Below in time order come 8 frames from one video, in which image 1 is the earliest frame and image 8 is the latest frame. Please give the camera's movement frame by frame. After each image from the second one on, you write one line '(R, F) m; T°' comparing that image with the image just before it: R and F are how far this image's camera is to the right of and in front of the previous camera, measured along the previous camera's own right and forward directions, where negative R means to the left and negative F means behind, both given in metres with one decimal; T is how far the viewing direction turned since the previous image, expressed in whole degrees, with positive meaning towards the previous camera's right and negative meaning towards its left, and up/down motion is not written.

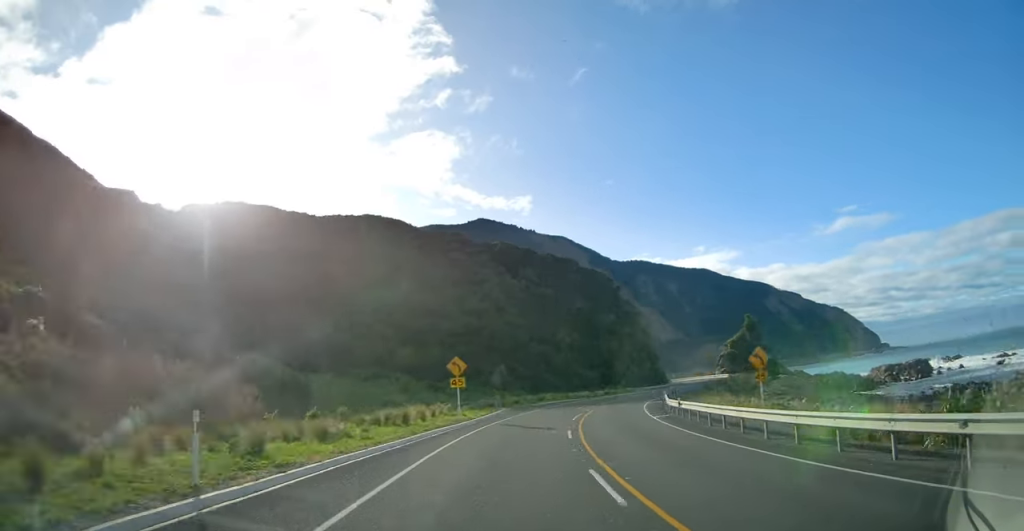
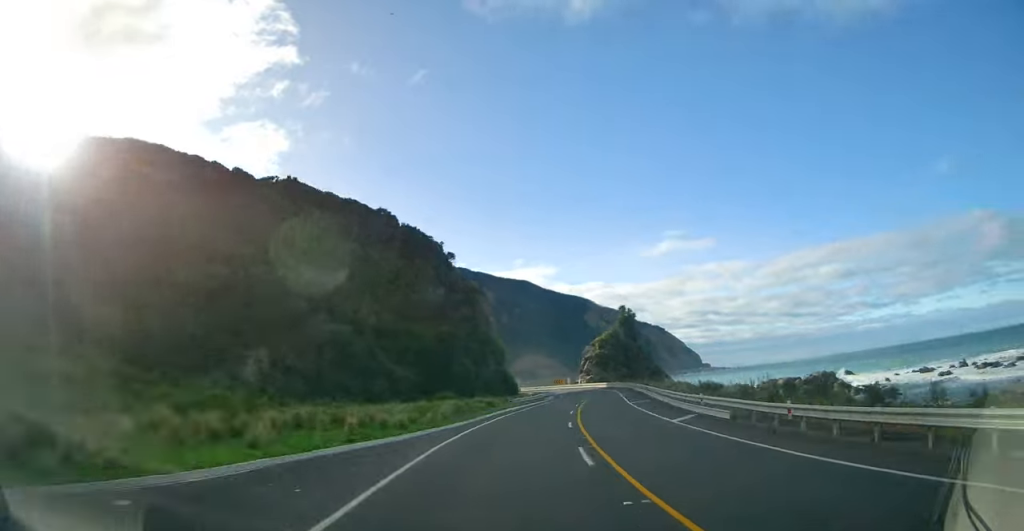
(+6.4, +42.9) m; +10°
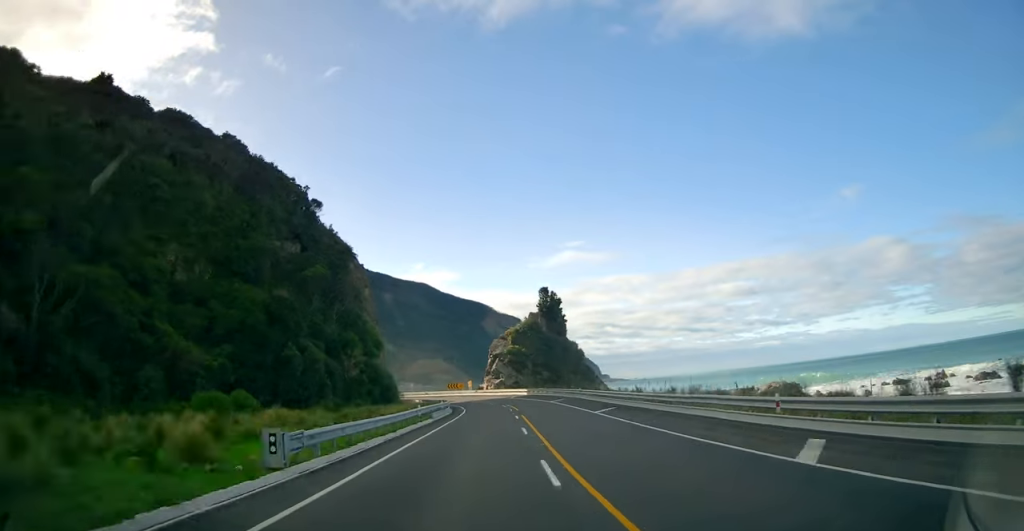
(+2.0, +29.1) m; +4°
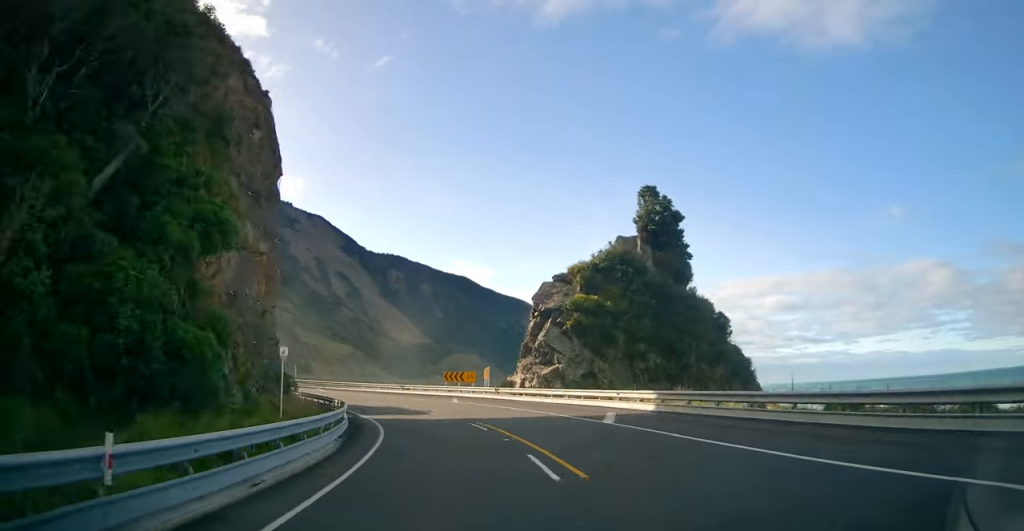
(+2.4, +44.6) m; -3°
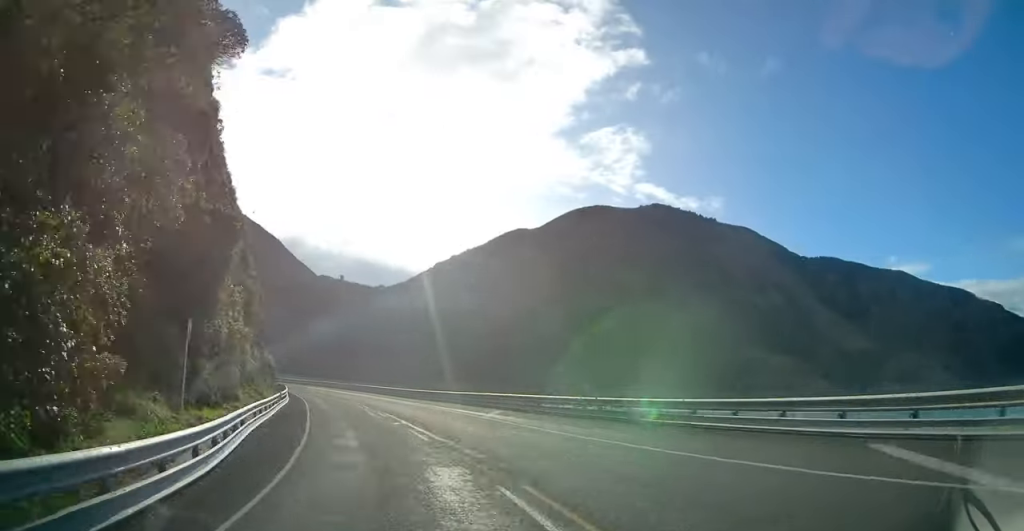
(-12.4, +51.7) m; -37°
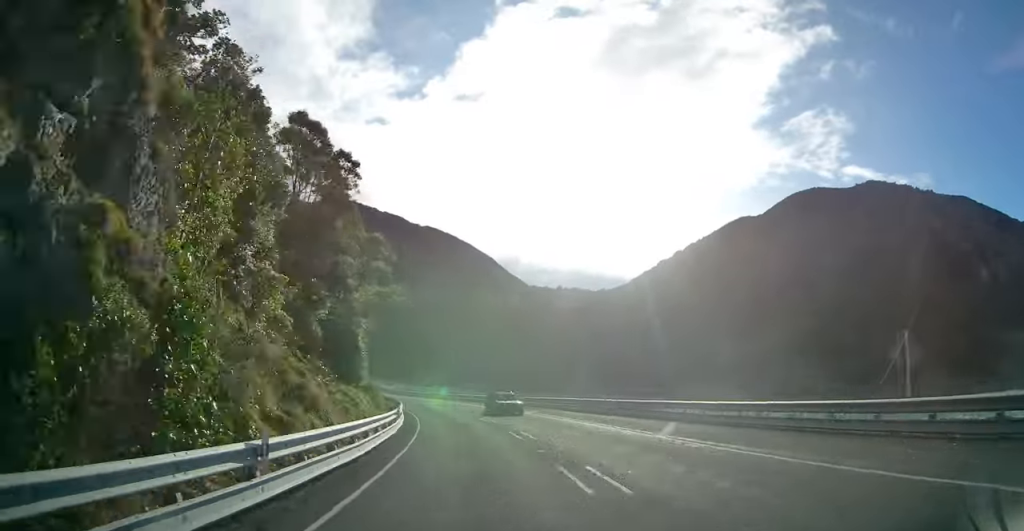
(-16.6, +48.9) m; -27°
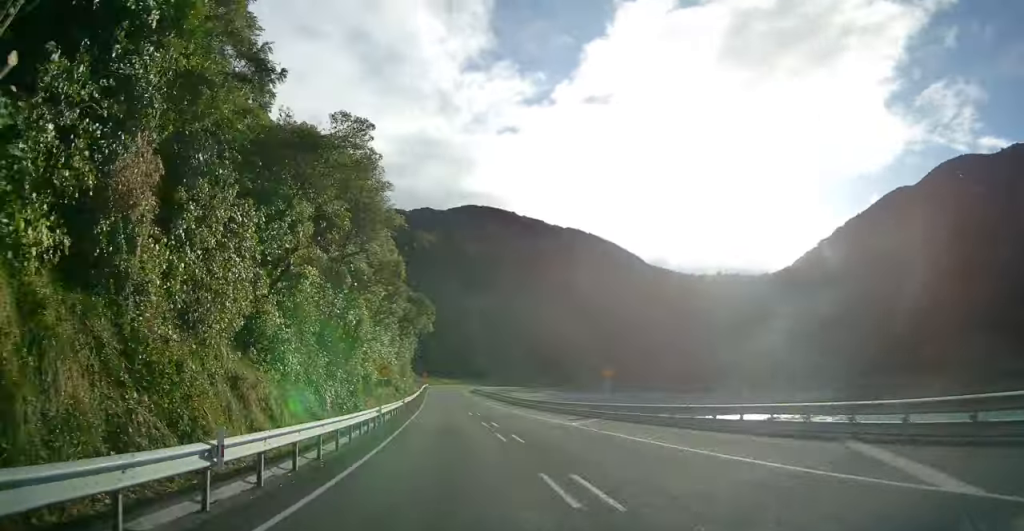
(-5.9, +50.9) m; -11°
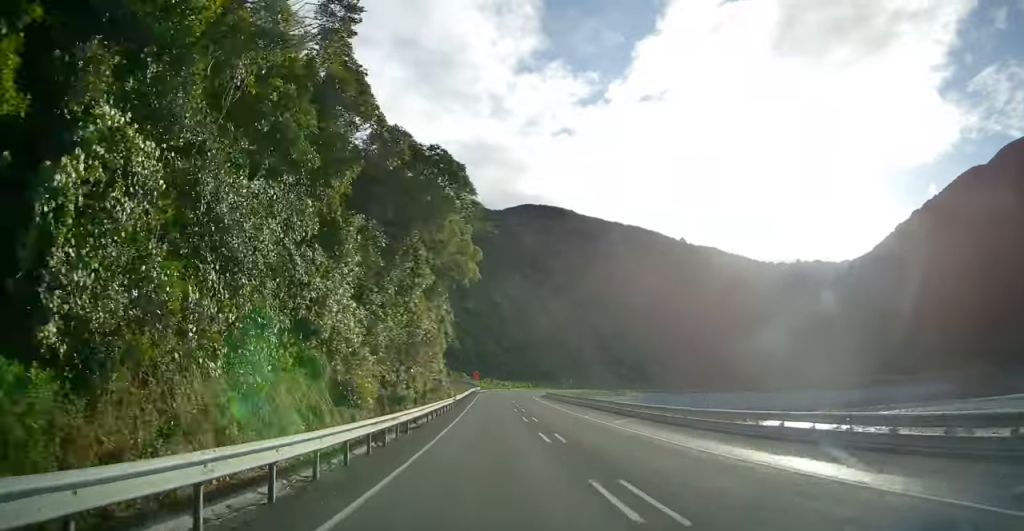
(-1.9, +36.6) m; -3°
